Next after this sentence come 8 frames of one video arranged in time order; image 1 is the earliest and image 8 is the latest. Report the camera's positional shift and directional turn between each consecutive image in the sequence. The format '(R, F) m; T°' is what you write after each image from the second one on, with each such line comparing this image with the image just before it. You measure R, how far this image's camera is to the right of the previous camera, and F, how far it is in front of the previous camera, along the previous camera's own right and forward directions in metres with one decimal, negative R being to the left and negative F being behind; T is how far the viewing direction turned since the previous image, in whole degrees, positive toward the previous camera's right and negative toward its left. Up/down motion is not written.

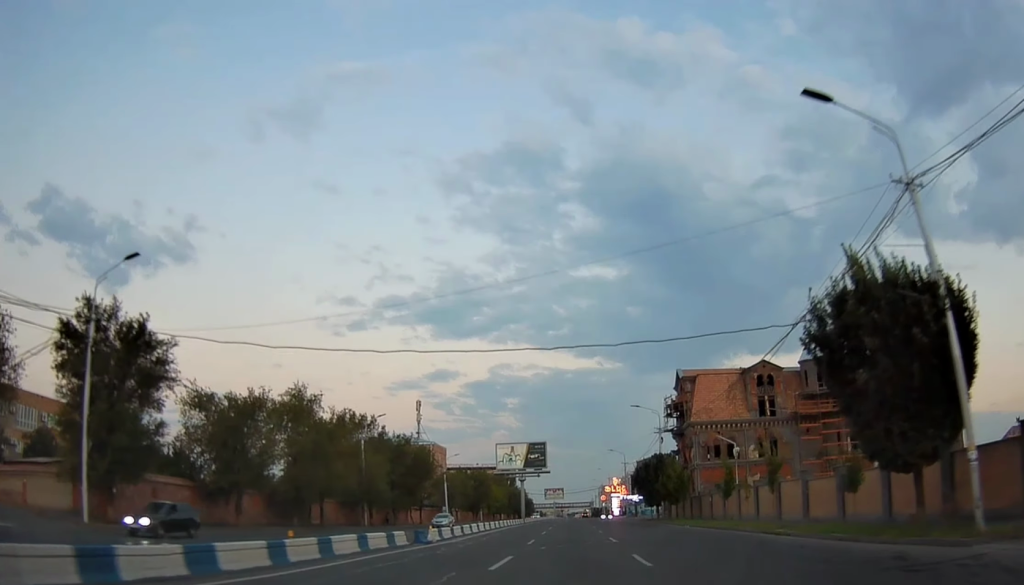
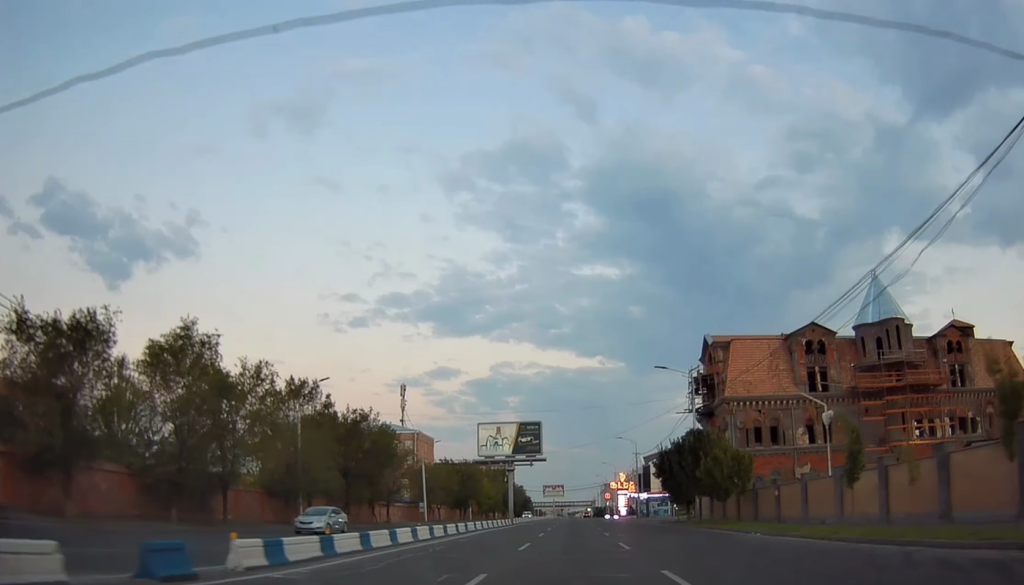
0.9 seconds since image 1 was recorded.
(+0.1, +18.0) m; +1°
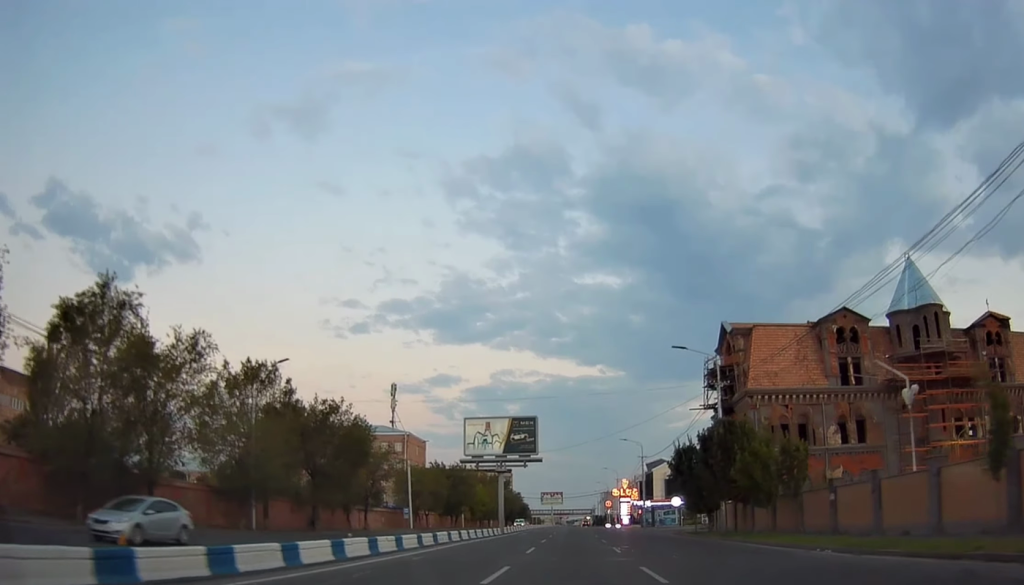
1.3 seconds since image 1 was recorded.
(+0.1, +8.3) m; 0°
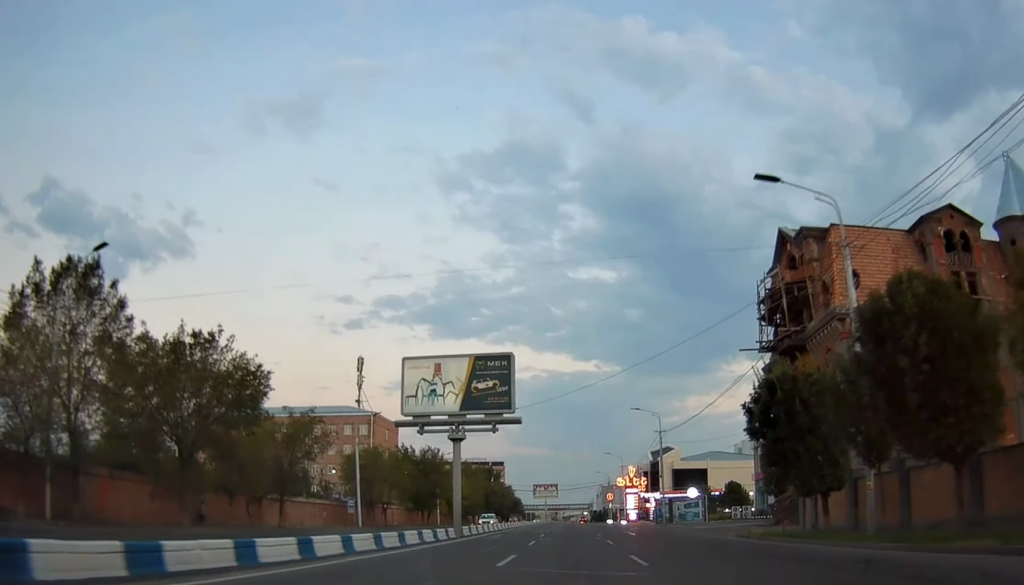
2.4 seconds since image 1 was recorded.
(+0.1, +20.6) m; 0°
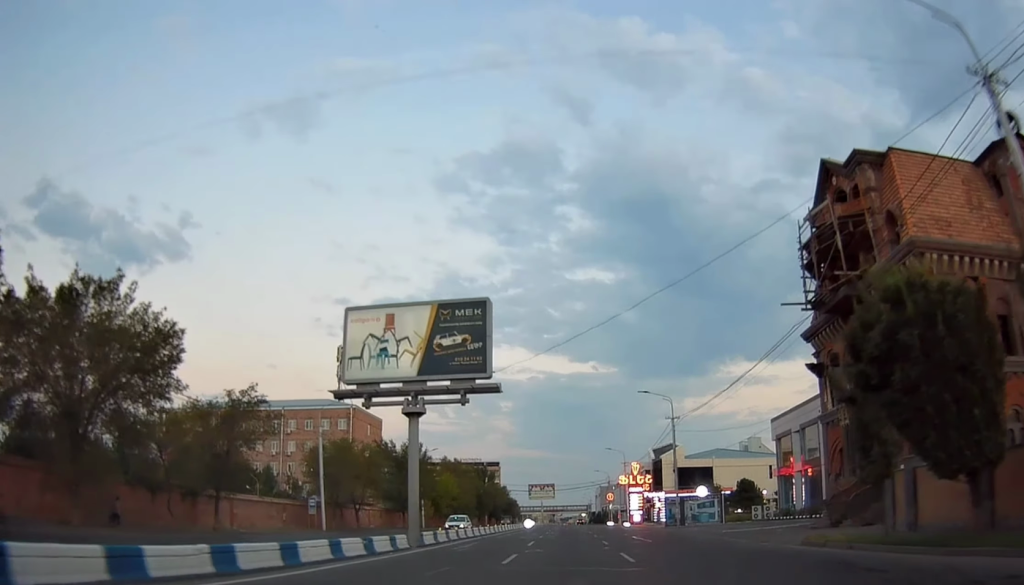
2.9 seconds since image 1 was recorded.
(0.0, +9.8) m; 0°
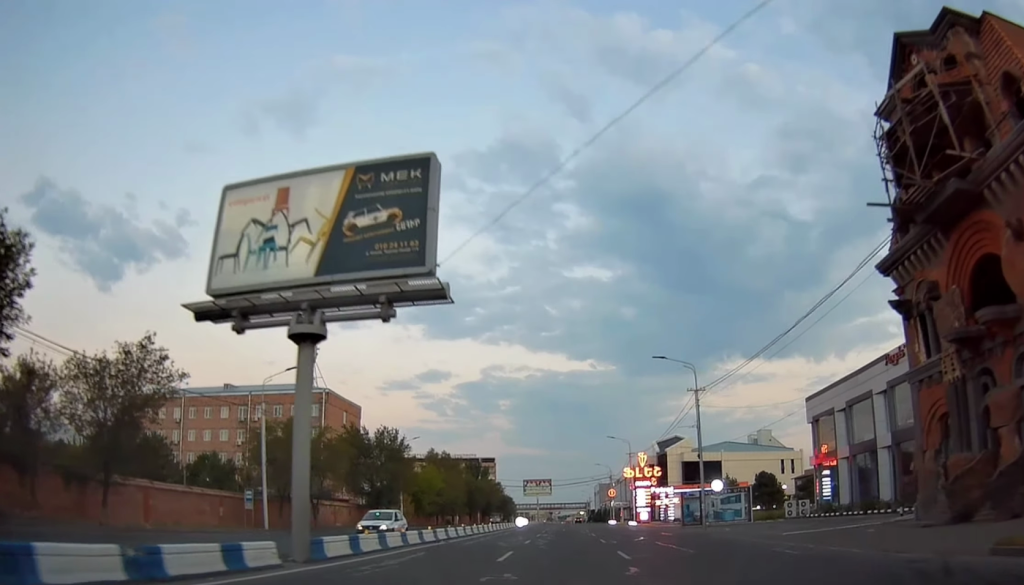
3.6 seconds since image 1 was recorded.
(0.0, +11.6) m; 0°
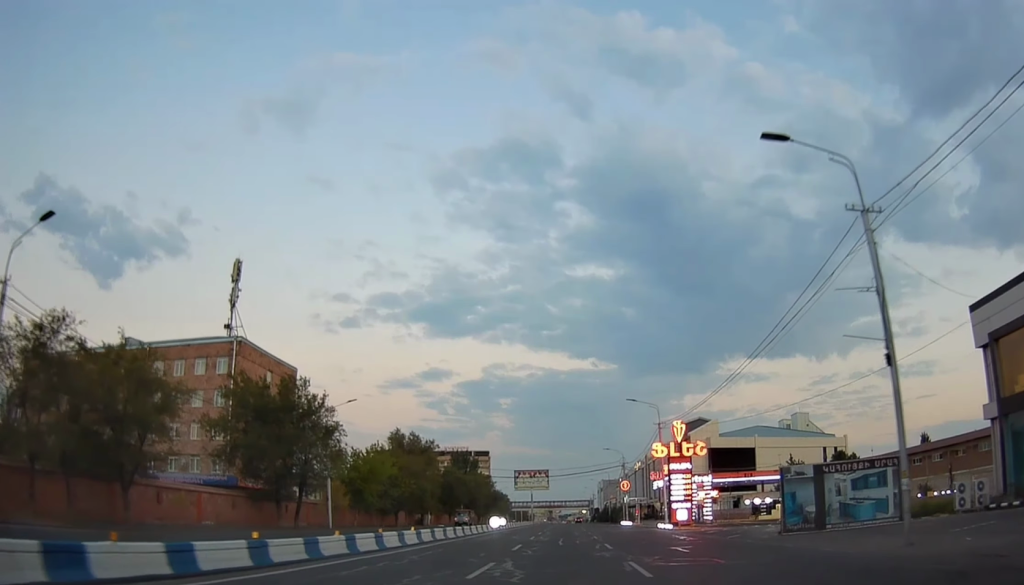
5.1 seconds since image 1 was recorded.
(-0.1, +27.6) m; -1°
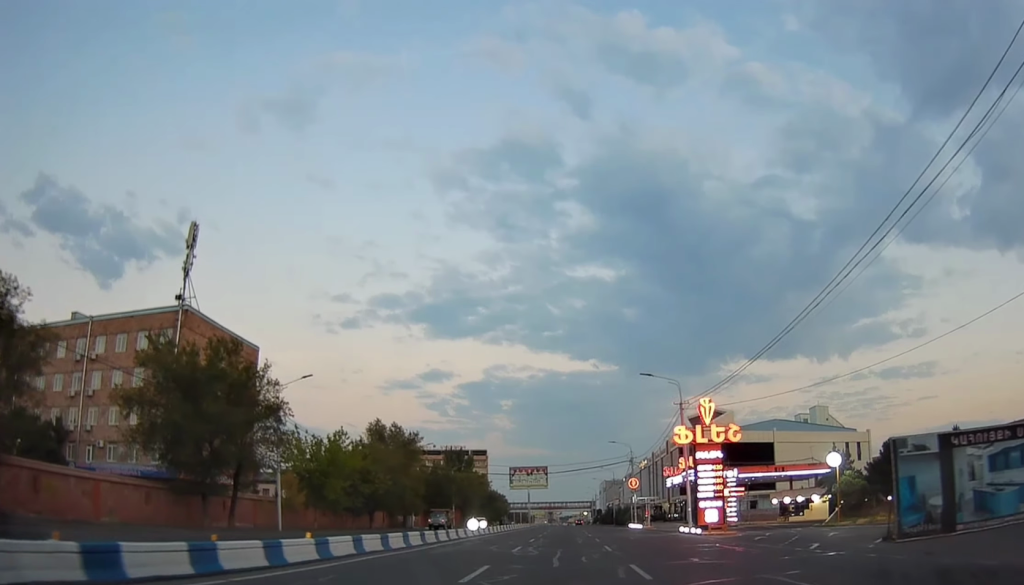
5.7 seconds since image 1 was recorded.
(-0.2, +11.4) m; 0°
